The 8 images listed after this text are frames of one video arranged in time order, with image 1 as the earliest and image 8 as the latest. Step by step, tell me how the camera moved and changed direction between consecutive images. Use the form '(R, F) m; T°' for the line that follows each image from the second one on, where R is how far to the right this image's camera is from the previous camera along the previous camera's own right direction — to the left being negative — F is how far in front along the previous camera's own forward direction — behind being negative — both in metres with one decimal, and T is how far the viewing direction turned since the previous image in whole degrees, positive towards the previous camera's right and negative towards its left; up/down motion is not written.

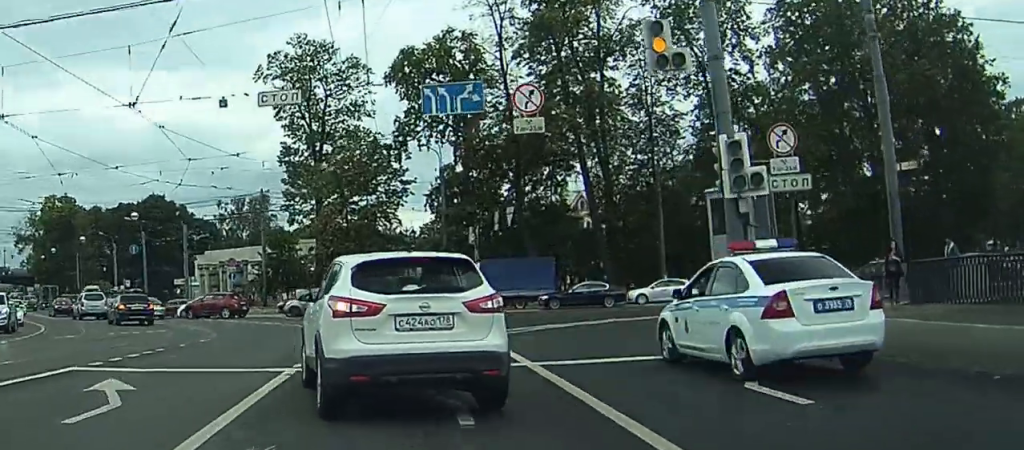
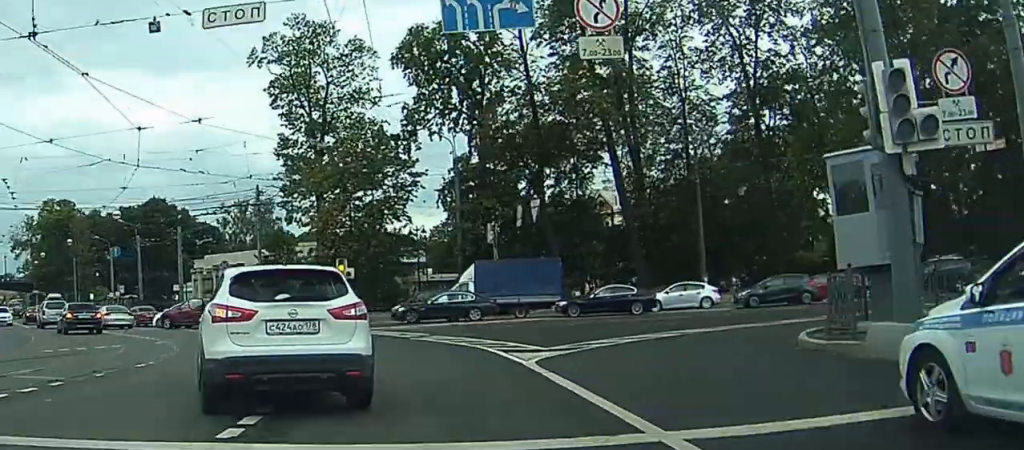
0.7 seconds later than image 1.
(-1.9, +5.2) m; -9°
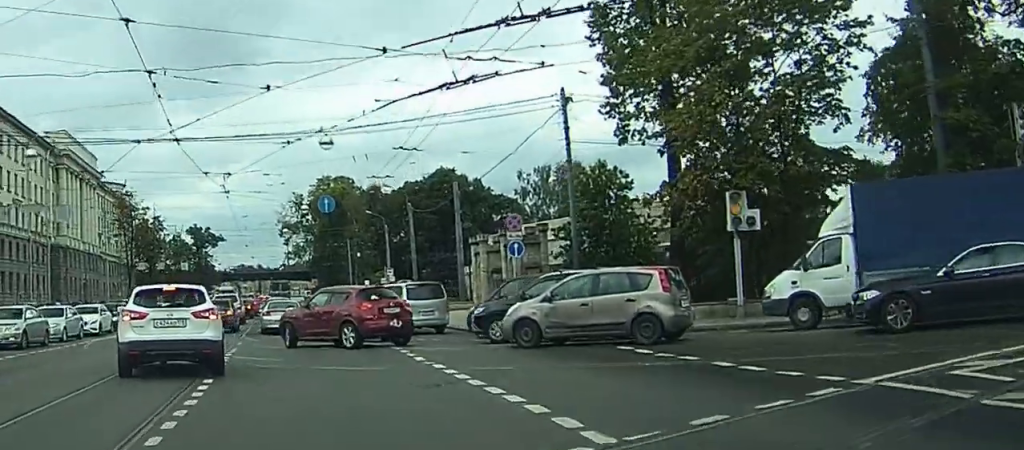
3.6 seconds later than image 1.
(+2.0, +31.2) m; 0°
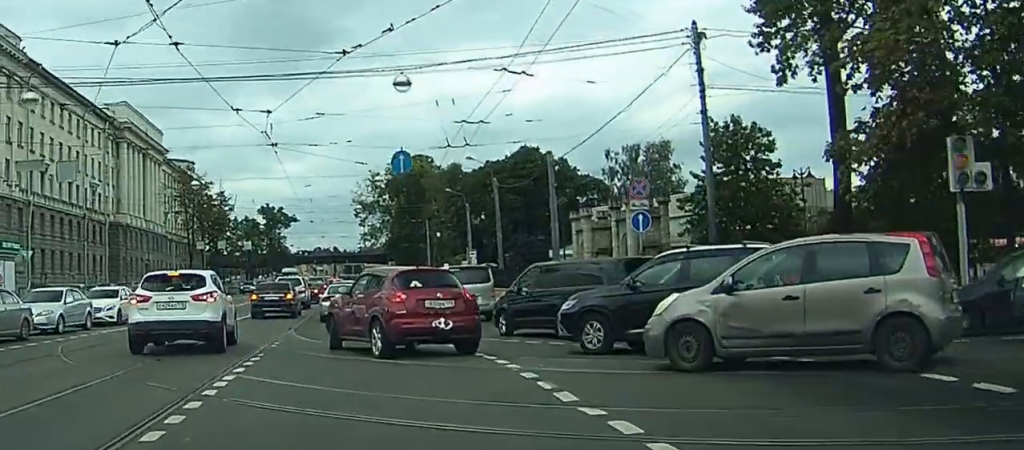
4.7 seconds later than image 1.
(0.0, +10.2) m; 0°
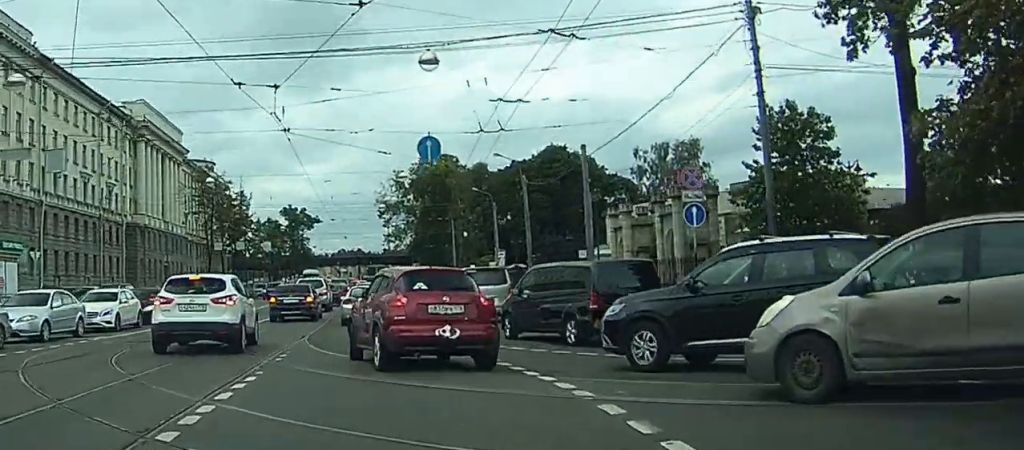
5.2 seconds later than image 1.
(0.0, +4.0) m; -2°
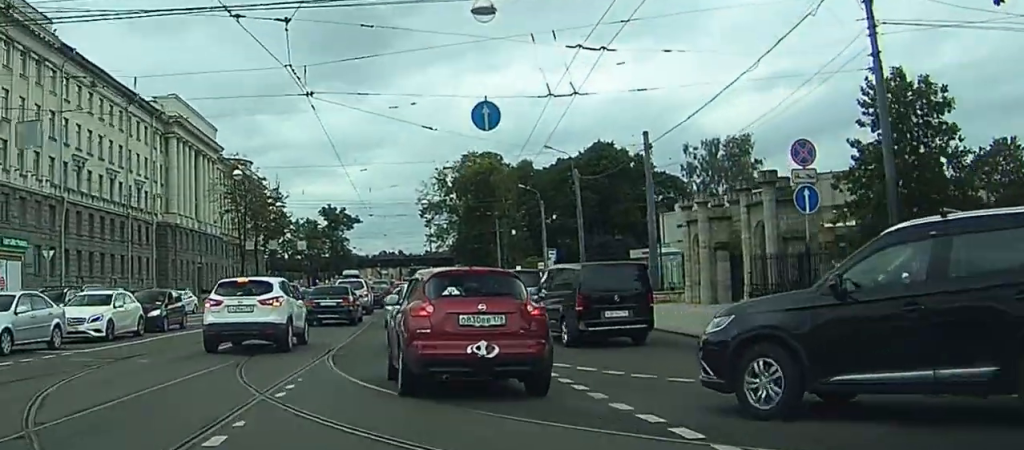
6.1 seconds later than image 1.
(-0.2, +6.5) m; -4°
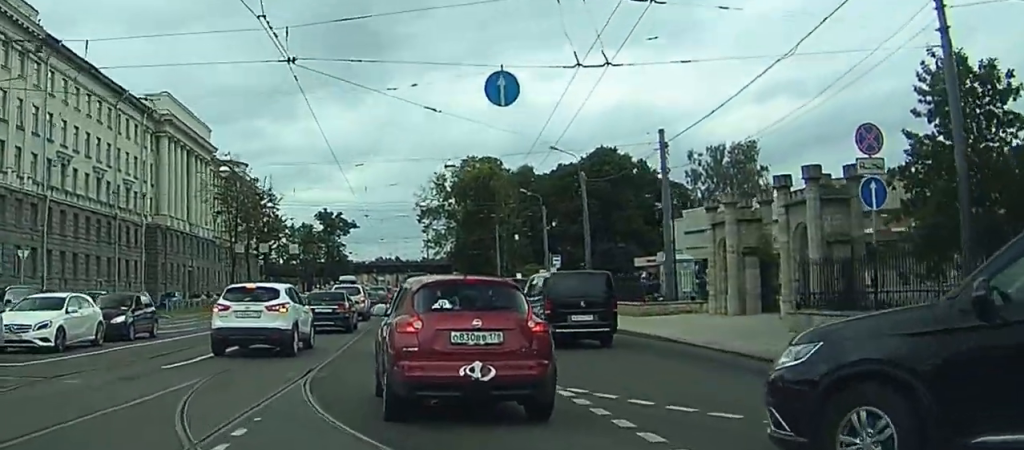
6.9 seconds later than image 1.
(-0.2, +4.7) m; -3°
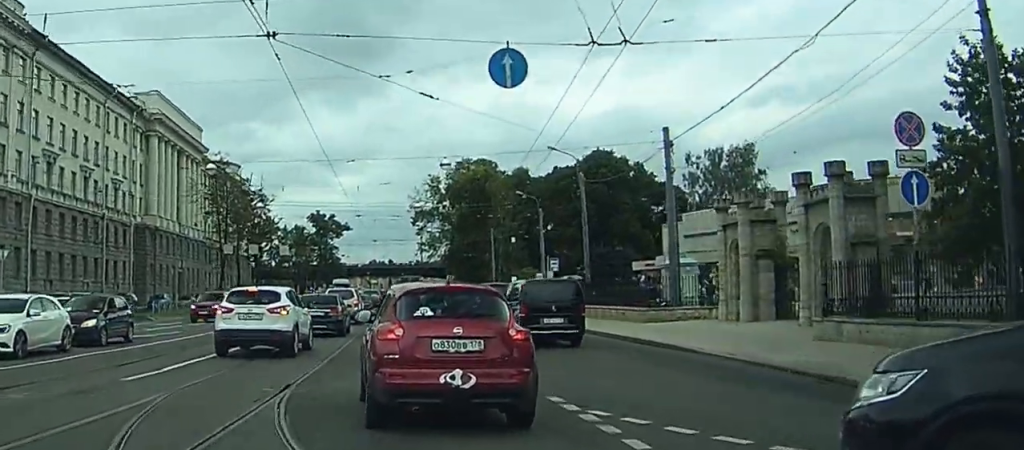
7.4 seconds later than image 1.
(-0.1, +3.0) m; 0°
